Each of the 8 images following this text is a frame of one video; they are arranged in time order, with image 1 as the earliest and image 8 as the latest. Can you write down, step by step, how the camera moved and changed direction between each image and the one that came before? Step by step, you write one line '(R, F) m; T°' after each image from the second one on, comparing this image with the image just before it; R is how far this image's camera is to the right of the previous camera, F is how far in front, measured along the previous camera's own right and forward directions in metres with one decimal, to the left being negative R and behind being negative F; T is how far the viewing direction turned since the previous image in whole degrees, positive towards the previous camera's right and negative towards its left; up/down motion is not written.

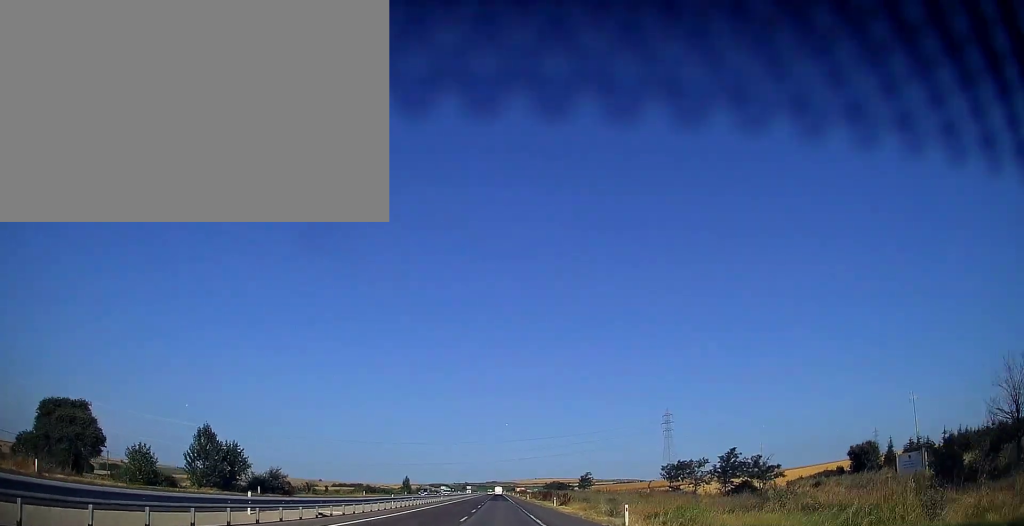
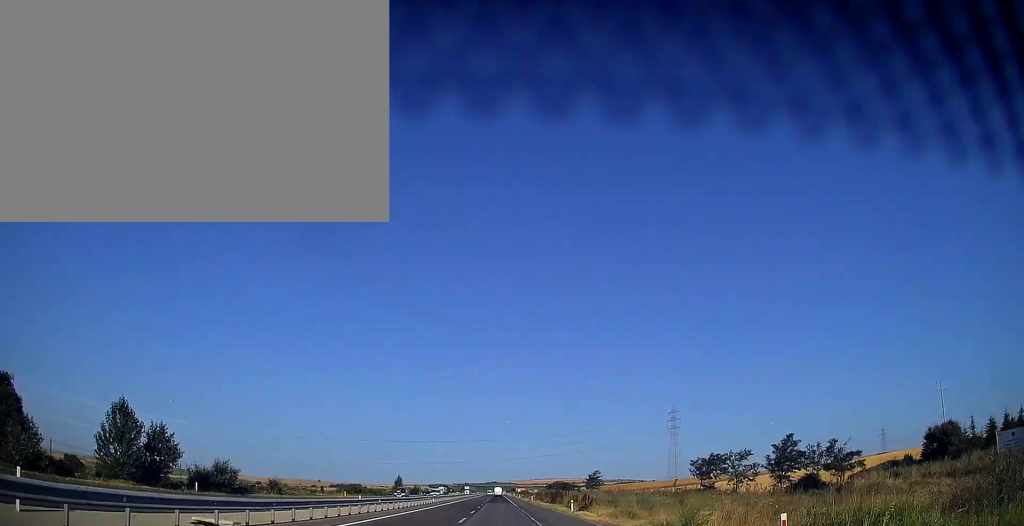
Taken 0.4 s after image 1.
(-0.1, +11.8) m; 0°
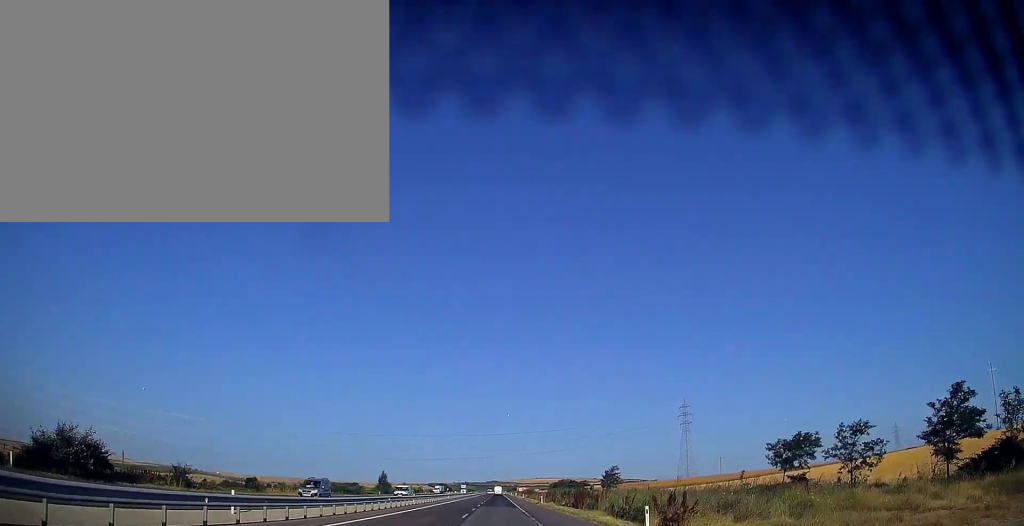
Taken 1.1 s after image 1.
(-0.1, +21.6) m; 0°
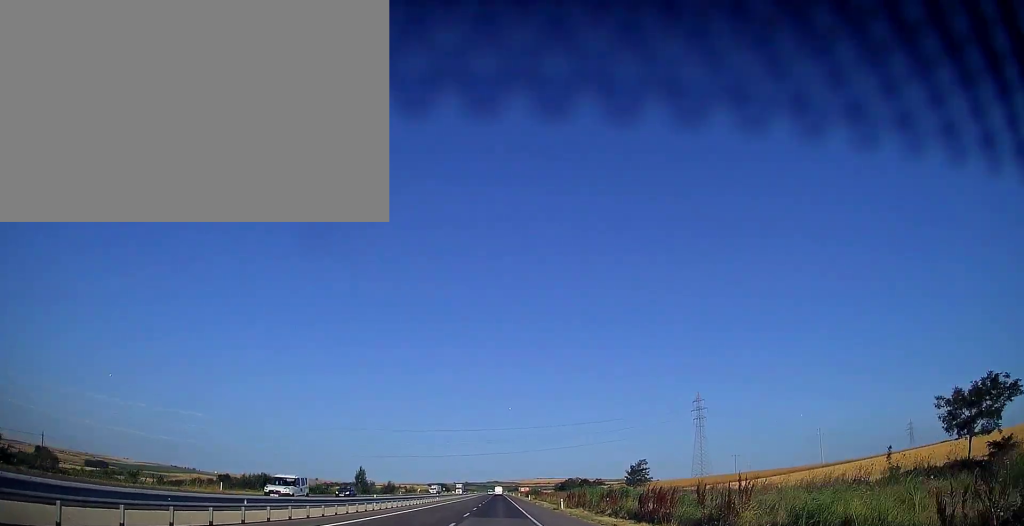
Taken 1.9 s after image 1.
(+0.2, +21.6) m; 0°
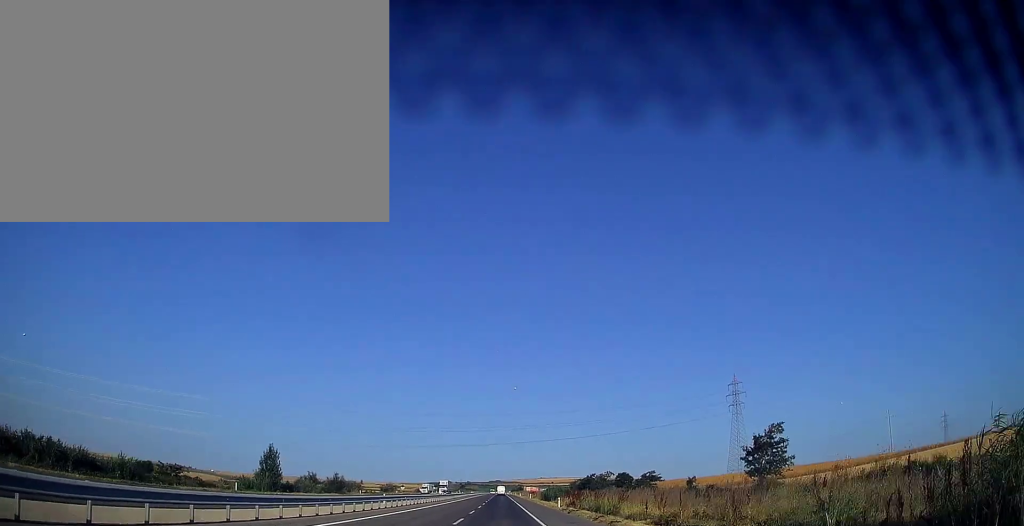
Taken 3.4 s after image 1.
(-0.4, +45.1) m; -1°
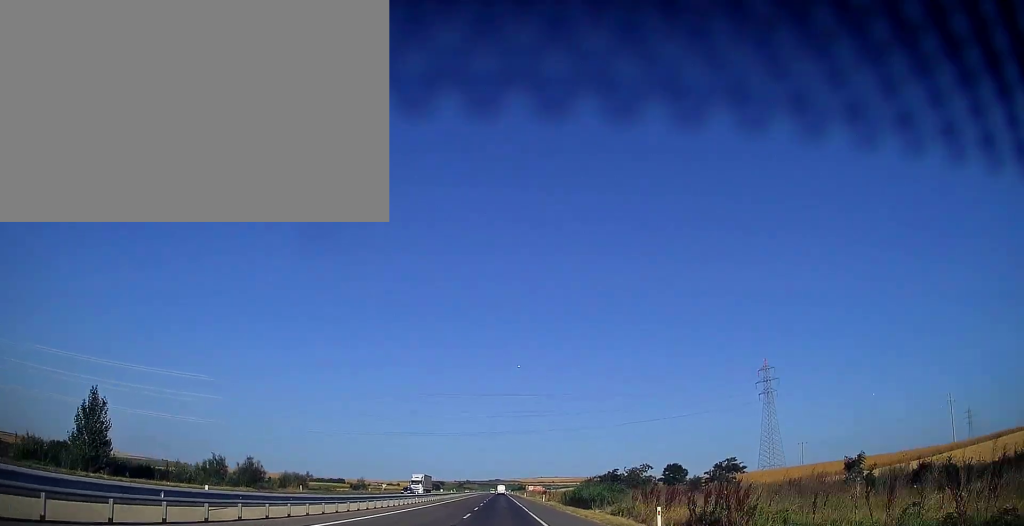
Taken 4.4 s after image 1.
(0.0, +30.4) m; 0°
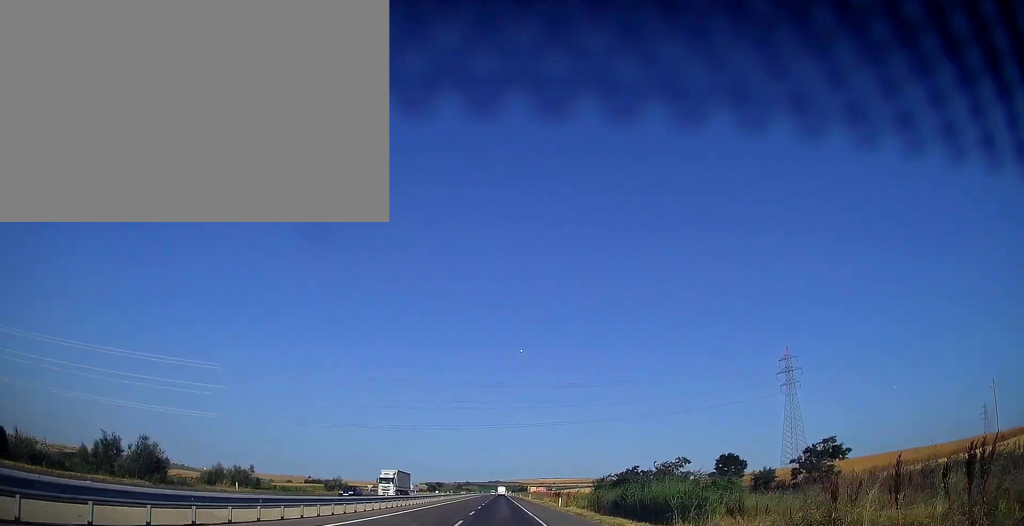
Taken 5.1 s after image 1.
(+0.1, +19.6) m; 0°
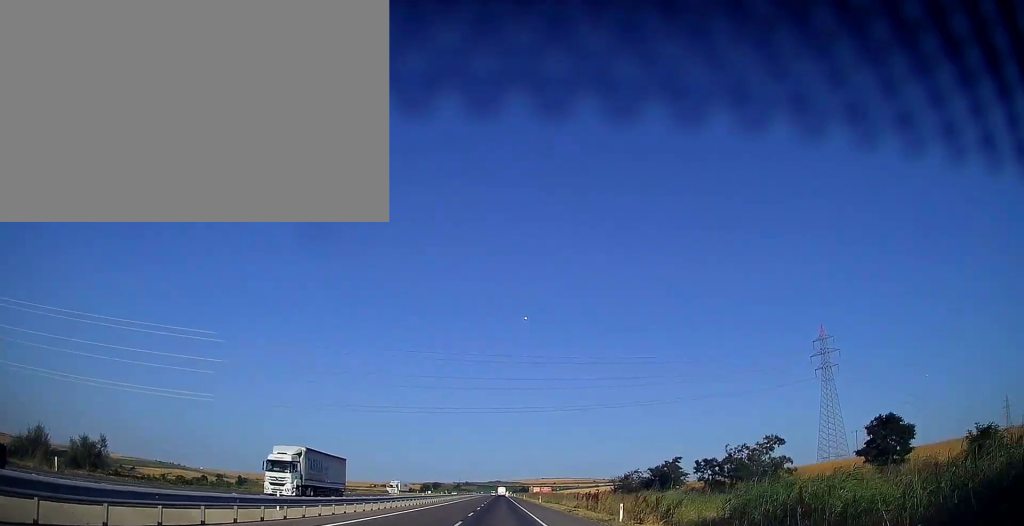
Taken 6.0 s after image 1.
(-0.1, +25.6) m; 0°
